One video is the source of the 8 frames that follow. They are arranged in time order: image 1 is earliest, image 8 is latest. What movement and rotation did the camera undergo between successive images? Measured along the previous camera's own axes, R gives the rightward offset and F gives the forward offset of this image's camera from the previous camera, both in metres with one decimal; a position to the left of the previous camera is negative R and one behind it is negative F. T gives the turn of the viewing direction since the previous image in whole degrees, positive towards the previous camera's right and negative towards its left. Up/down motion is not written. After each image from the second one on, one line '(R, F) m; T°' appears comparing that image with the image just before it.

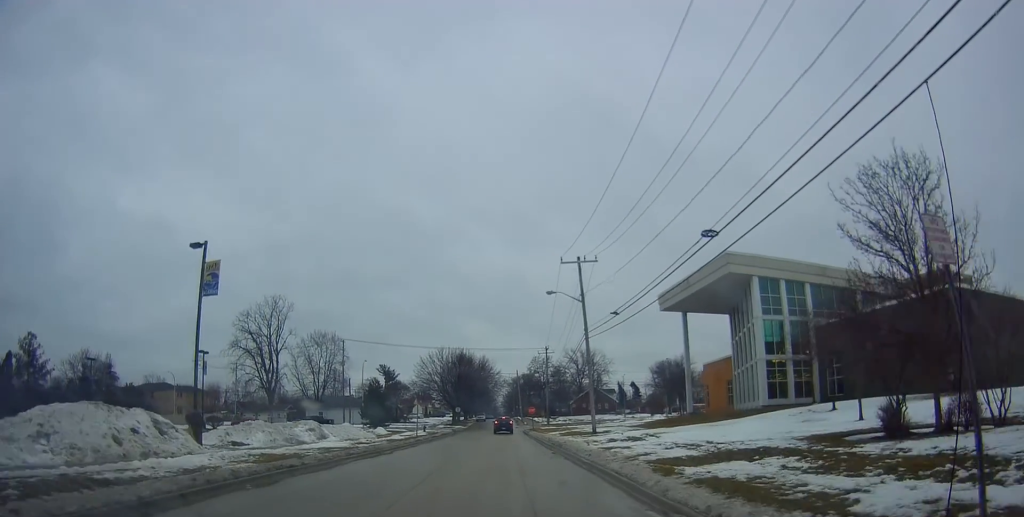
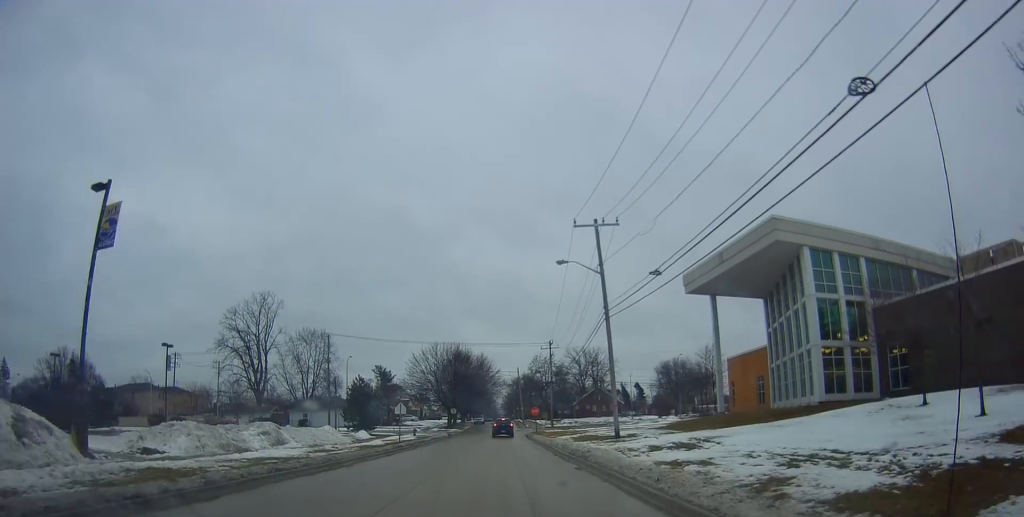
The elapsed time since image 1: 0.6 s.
(+0.2, +8.5) m; 0°
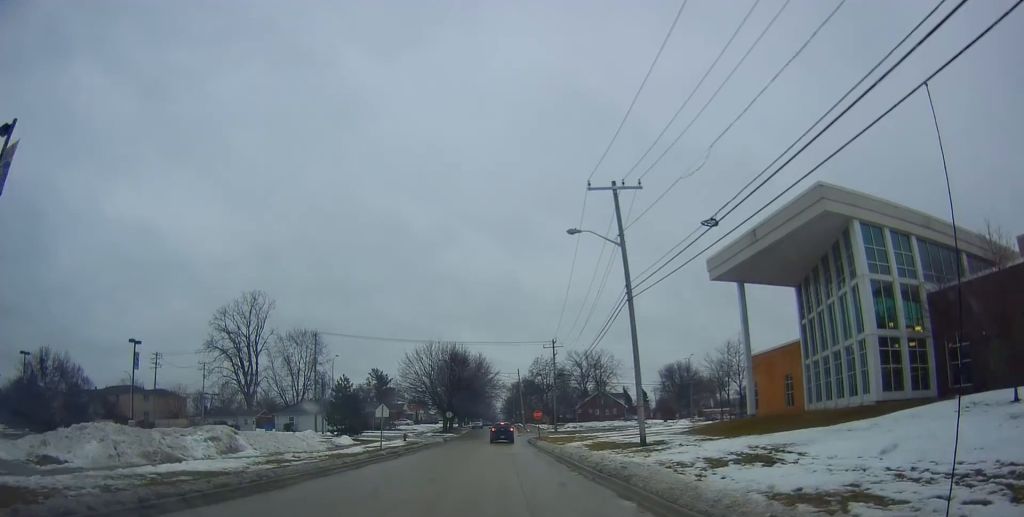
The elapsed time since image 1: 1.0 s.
(-0.1, +6.4) m; +1°
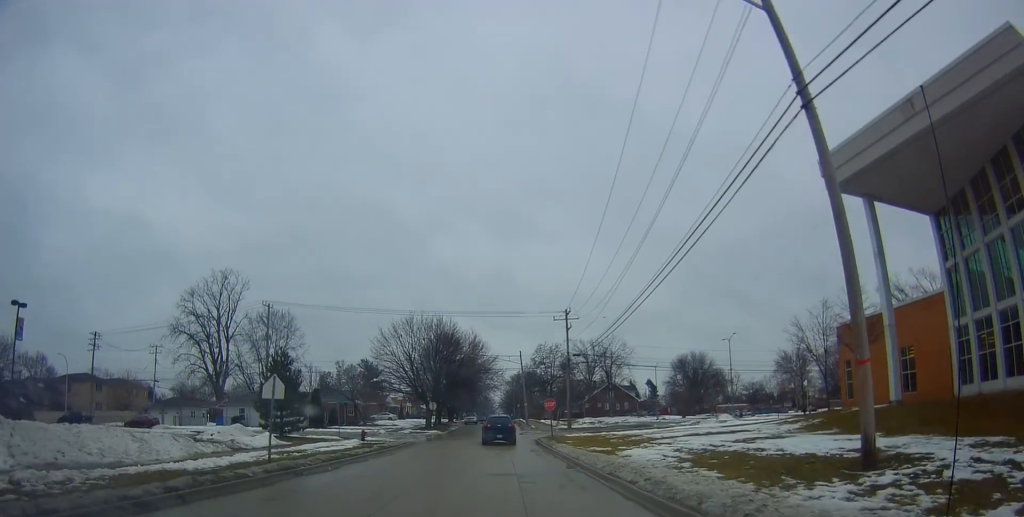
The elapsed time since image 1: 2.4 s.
(+0.4, +19.9) m; +1°
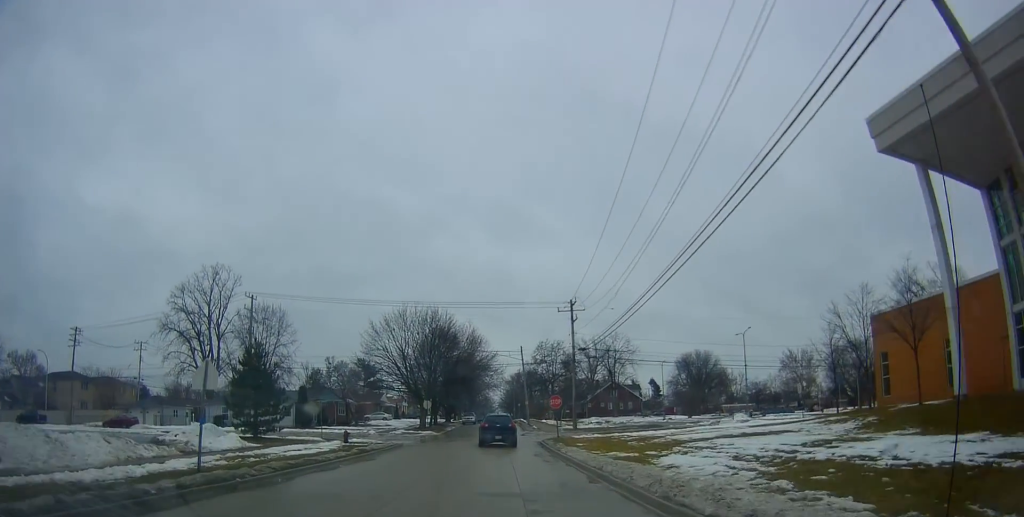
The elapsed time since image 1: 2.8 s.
(-0.1, +6.3) m; 0°
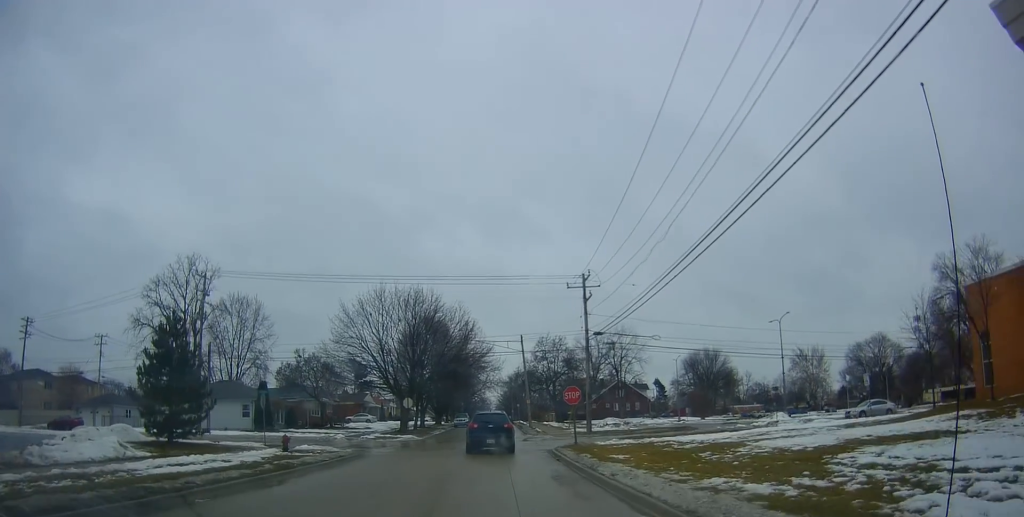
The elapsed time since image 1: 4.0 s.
(-0.3, +14.1) m; +1°
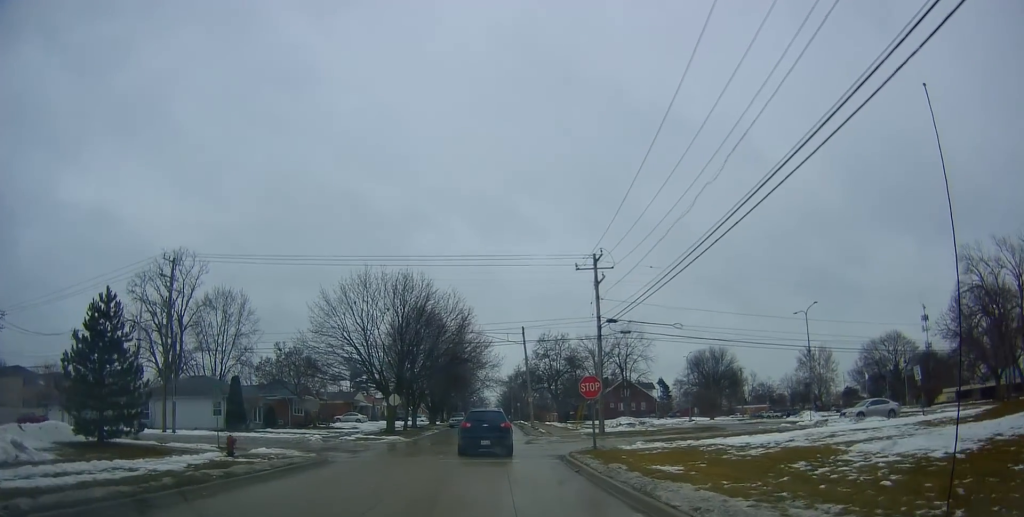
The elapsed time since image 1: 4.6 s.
(+0.3, +7.5) m; +2°
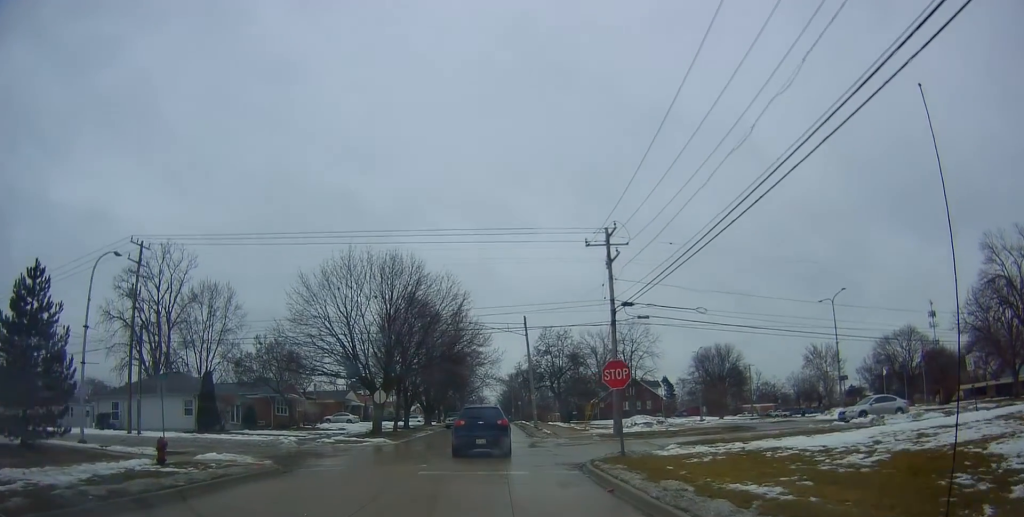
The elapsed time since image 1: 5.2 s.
(0.0, +5.9) m; 0°
